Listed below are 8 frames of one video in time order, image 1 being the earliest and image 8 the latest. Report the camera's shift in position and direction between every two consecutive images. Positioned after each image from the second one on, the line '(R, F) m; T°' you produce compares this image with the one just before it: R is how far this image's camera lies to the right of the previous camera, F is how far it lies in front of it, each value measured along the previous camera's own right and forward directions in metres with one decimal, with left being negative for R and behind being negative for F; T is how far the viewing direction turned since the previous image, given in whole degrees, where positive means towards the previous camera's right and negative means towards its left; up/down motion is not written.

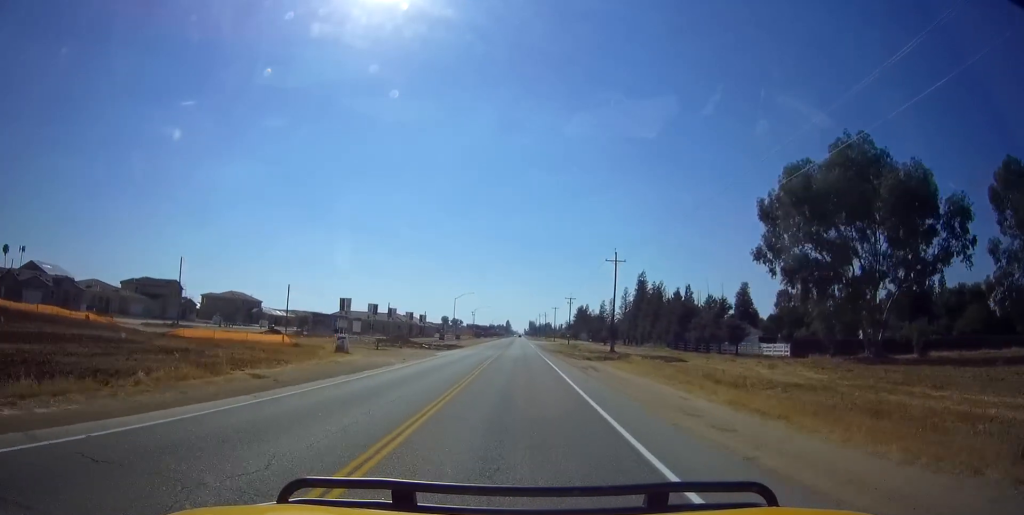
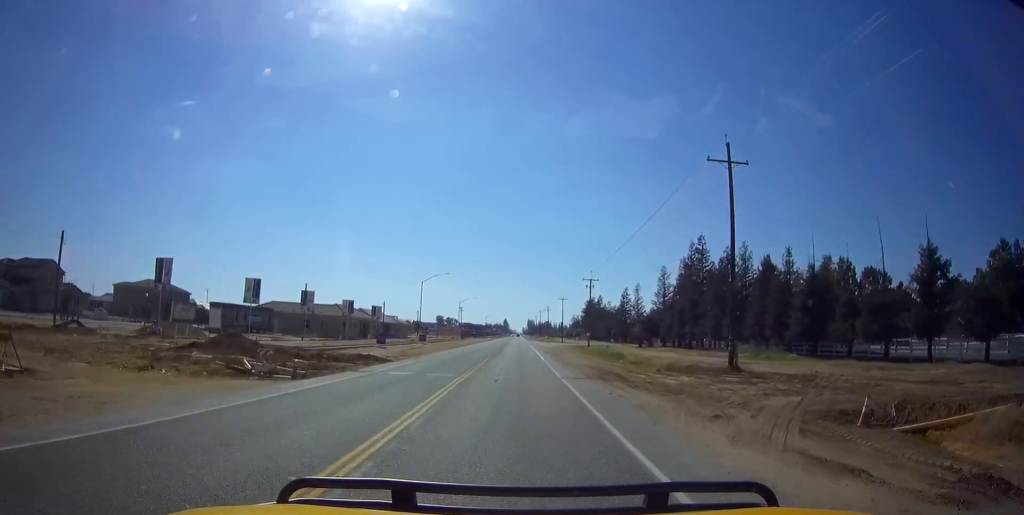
(+0.2, +36.1) m; +1°
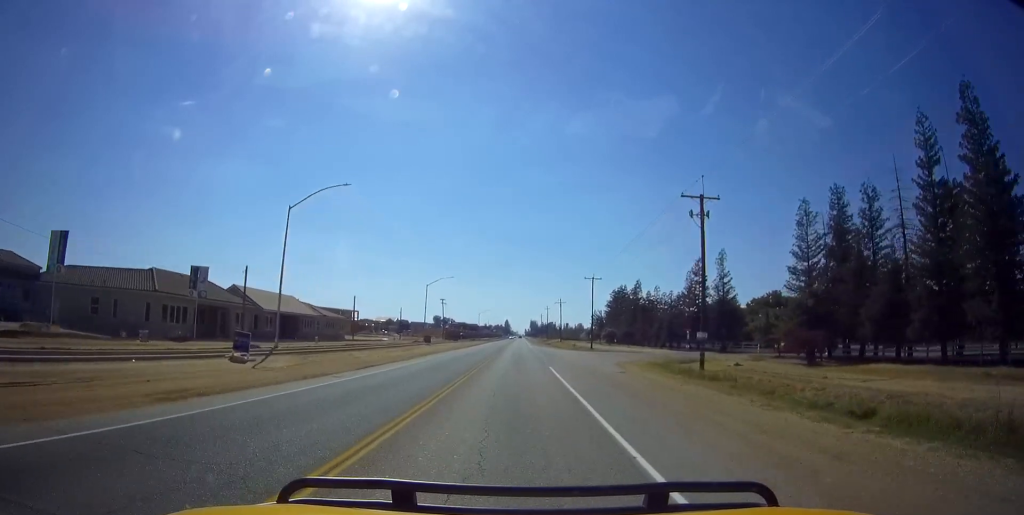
(-0.2, +47.0) m; -1°
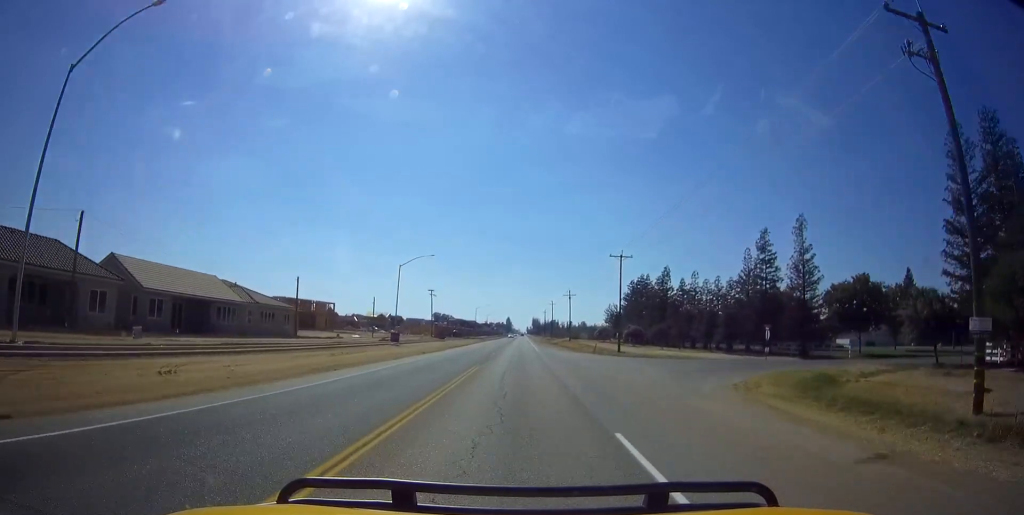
(0.0, +19.6) m; 0°
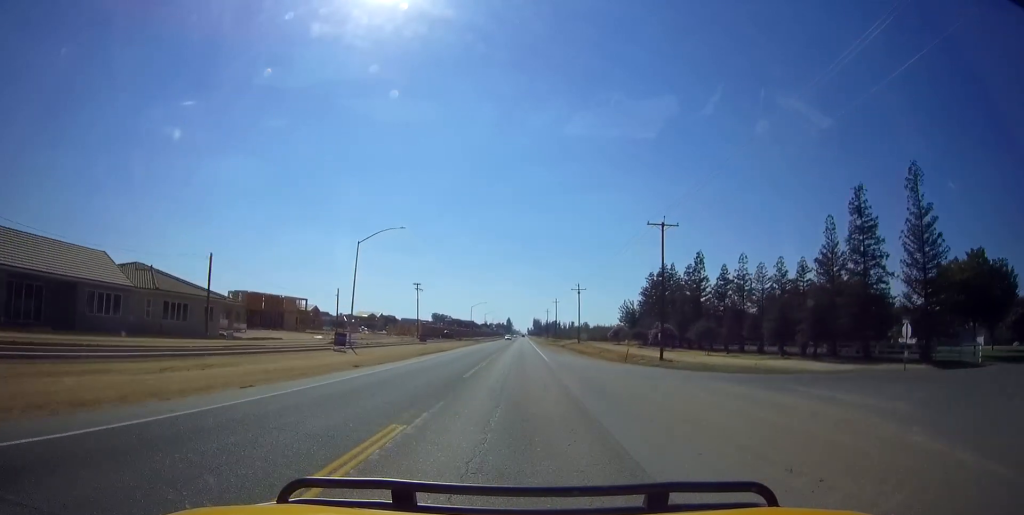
(0.0, +16.5) m; 0°
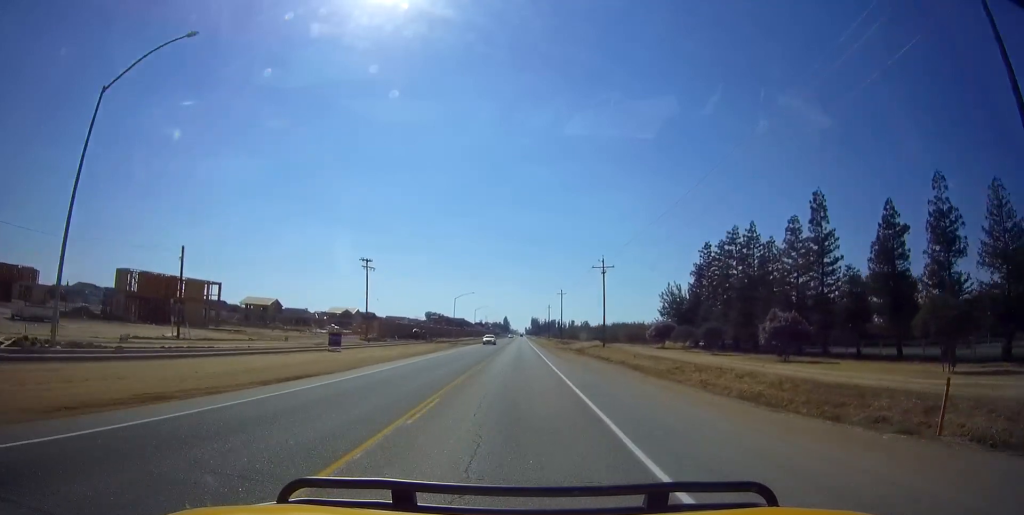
(0.0, +31.6) m; 0°
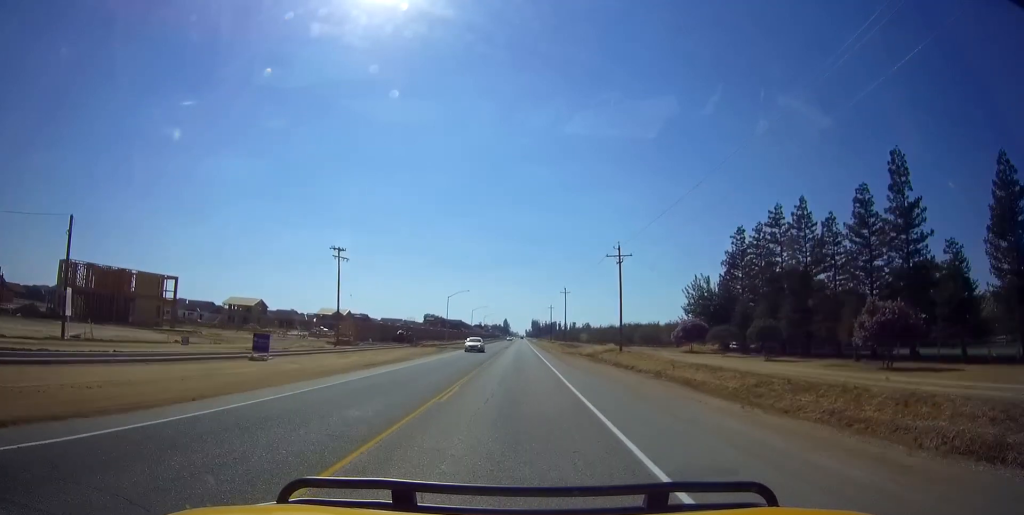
(0.0, +10.9) m; 0°
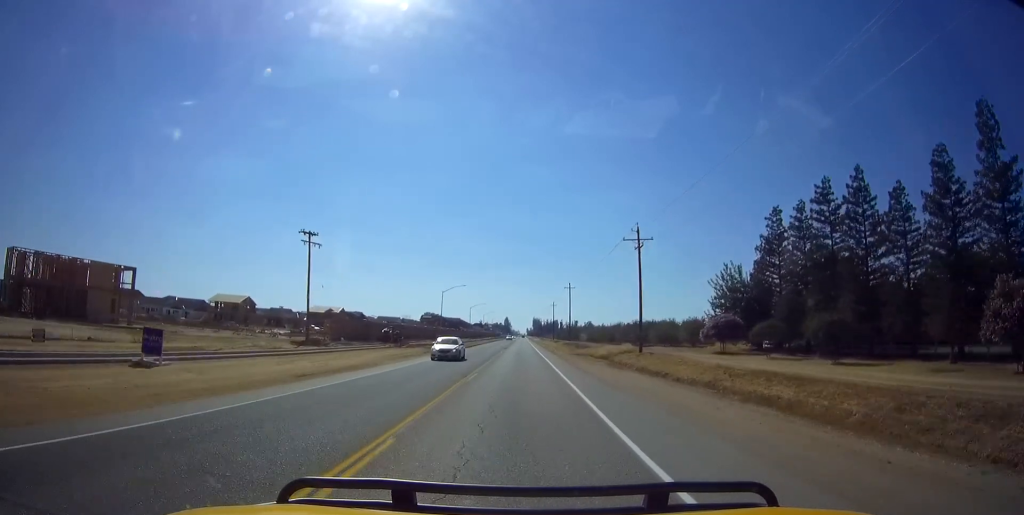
(0.0, +8.6) m; 0°
